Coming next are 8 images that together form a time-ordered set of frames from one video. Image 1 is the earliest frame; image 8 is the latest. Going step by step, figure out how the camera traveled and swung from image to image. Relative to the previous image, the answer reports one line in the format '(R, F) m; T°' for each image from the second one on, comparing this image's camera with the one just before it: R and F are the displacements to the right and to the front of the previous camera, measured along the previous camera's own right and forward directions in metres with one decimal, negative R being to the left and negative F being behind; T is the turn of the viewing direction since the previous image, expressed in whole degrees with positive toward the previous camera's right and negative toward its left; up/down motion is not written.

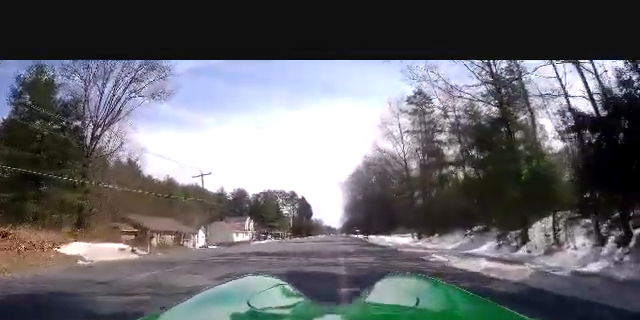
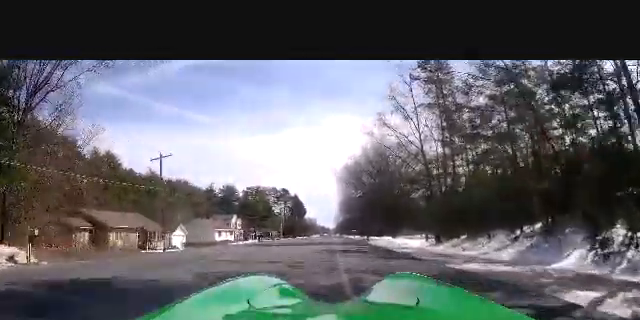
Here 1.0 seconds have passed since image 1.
(0.0, +9.1) m; 0°
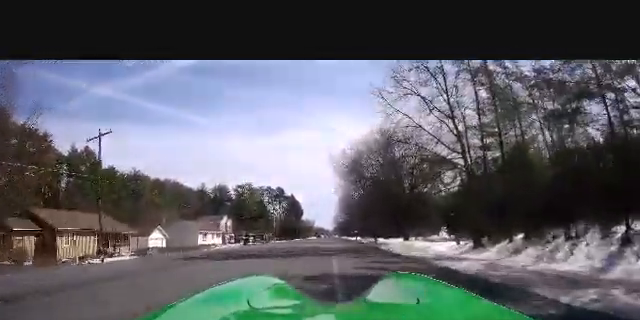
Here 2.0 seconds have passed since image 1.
(0.0, +9.0) m; 0°
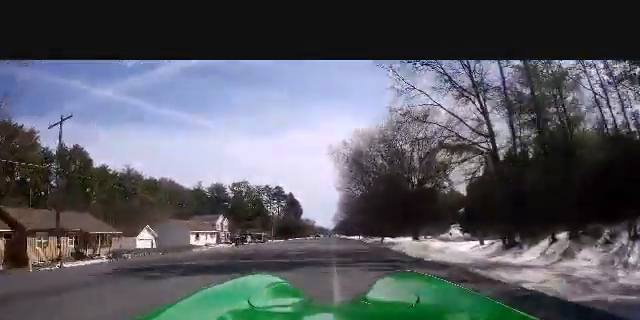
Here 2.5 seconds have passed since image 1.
(0.0, +4.2) m; 0°
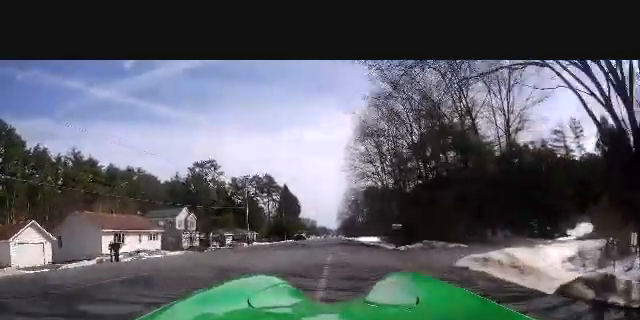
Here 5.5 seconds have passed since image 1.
(+0.2, +27.5) m; +3°
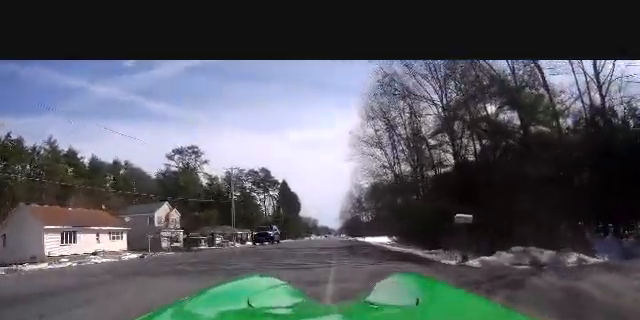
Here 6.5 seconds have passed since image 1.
(+0.2, +10.1) m; -3°
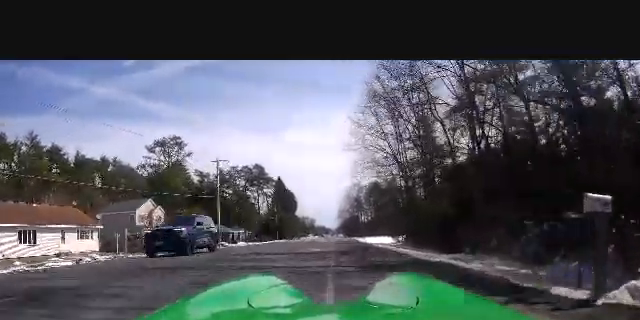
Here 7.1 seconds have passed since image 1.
(-0.6, +5.8) m; -2°
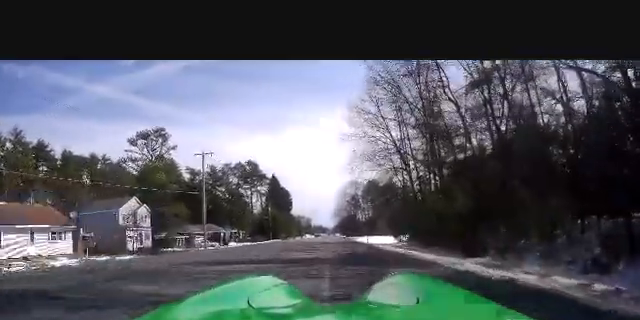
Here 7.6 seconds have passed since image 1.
(0.0, +4.2) m; 0°
